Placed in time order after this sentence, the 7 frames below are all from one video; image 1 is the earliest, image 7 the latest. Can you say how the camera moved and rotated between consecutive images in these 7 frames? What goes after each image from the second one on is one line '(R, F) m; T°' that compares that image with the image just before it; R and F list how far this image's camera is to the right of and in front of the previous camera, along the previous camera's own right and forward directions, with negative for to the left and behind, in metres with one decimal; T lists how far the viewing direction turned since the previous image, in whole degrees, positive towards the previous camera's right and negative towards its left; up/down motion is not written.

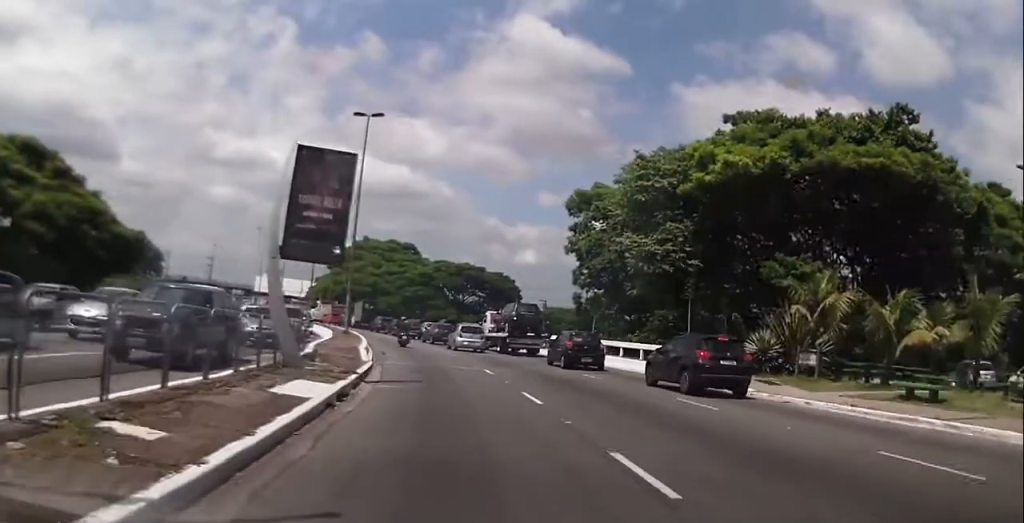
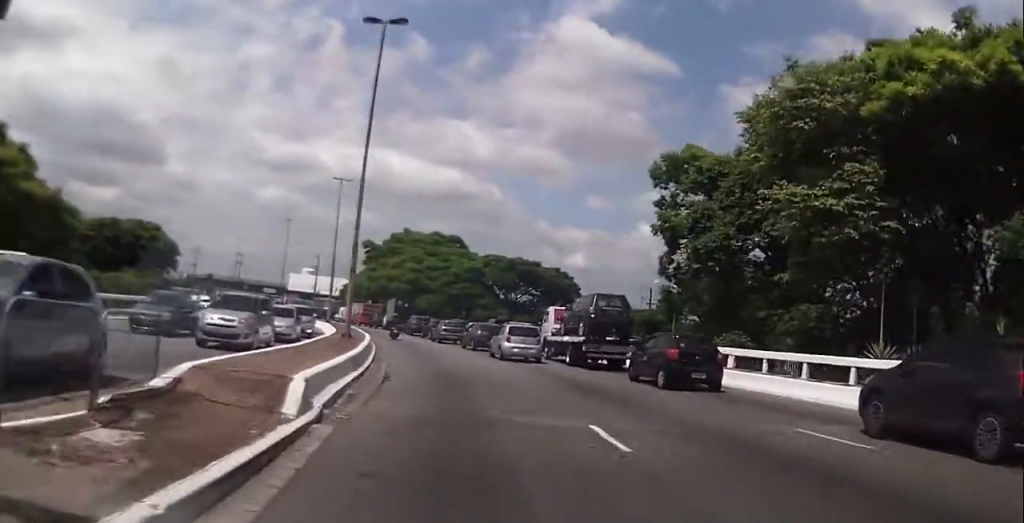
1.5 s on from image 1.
(-0.8, +13.3) m; -7°
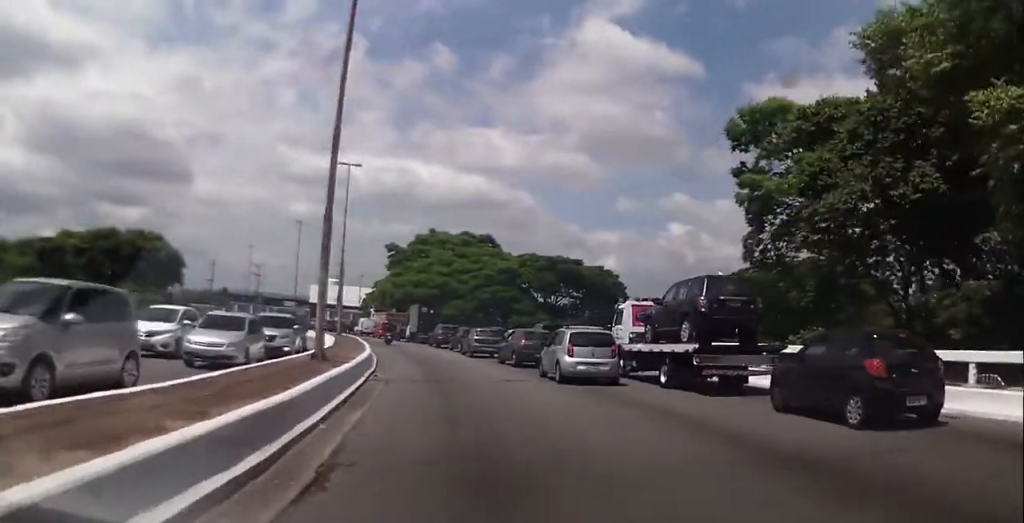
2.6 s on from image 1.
(-0.3, +10.0) m; -4°
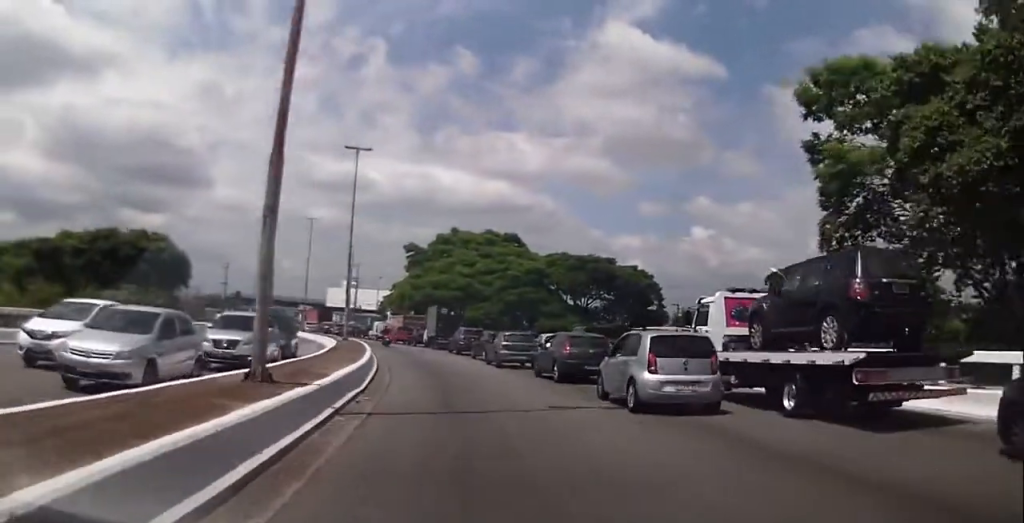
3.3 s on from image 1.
(-0.1, +6.4) m; -1°
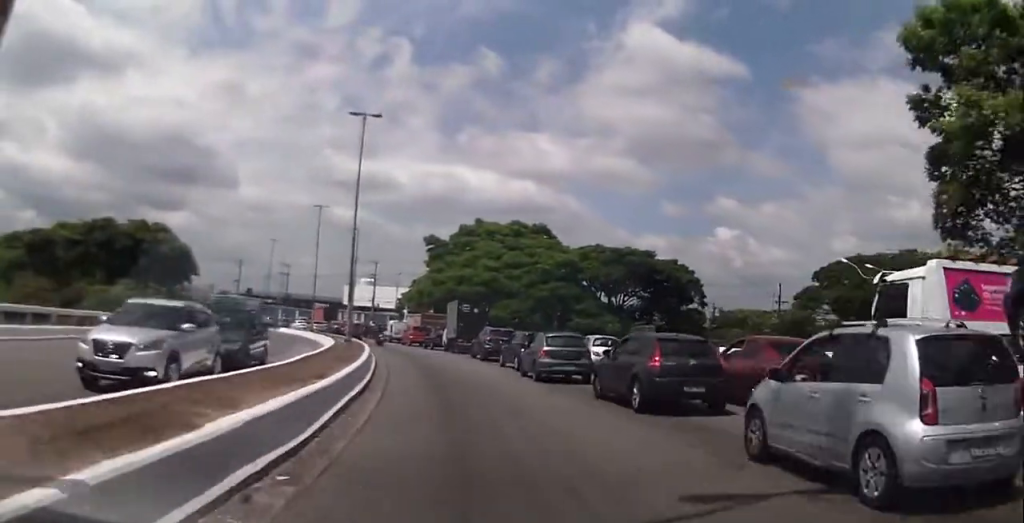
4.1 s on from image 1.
(-0.2, +7.3) m; -1°
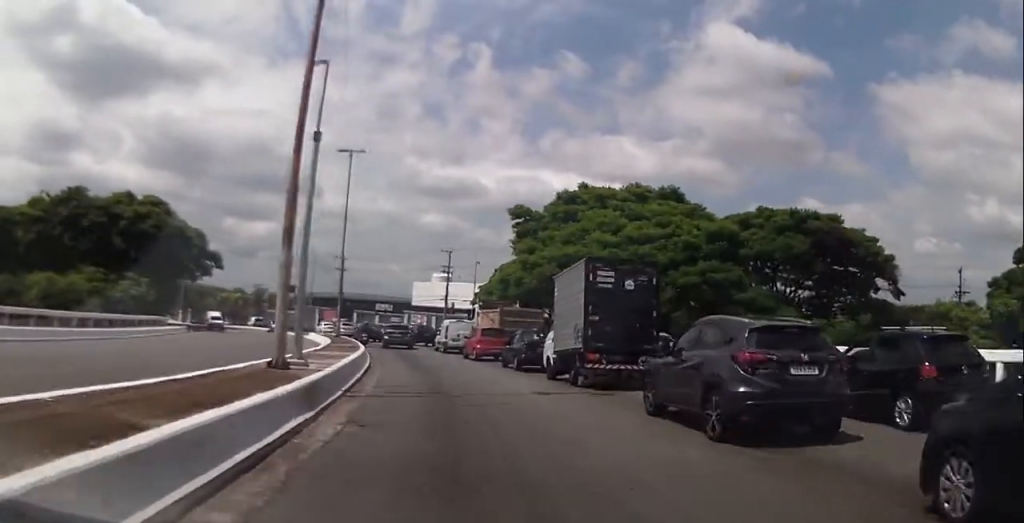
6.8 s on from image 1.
(-1.9, +24.6) m; -7°
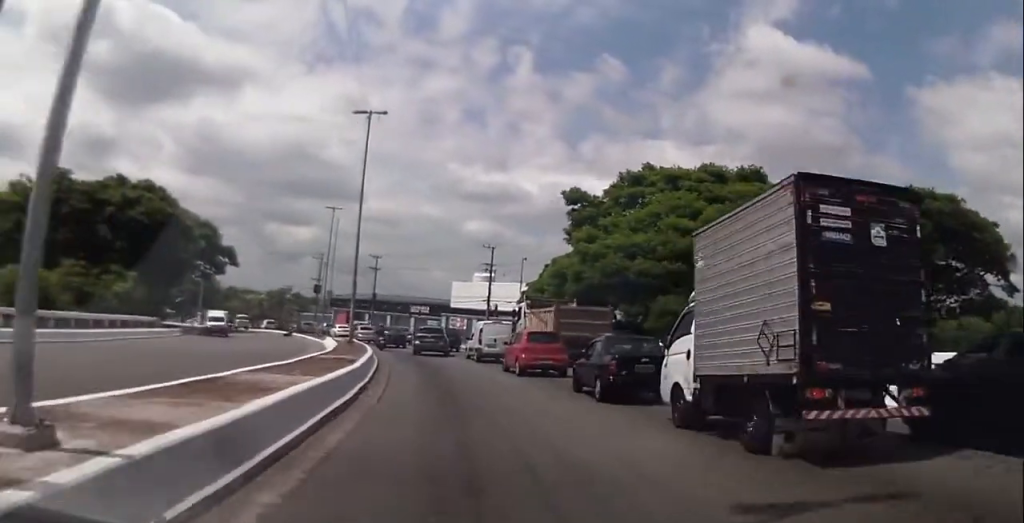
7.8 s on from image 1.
(-0.2, +9.8) m; -6°
